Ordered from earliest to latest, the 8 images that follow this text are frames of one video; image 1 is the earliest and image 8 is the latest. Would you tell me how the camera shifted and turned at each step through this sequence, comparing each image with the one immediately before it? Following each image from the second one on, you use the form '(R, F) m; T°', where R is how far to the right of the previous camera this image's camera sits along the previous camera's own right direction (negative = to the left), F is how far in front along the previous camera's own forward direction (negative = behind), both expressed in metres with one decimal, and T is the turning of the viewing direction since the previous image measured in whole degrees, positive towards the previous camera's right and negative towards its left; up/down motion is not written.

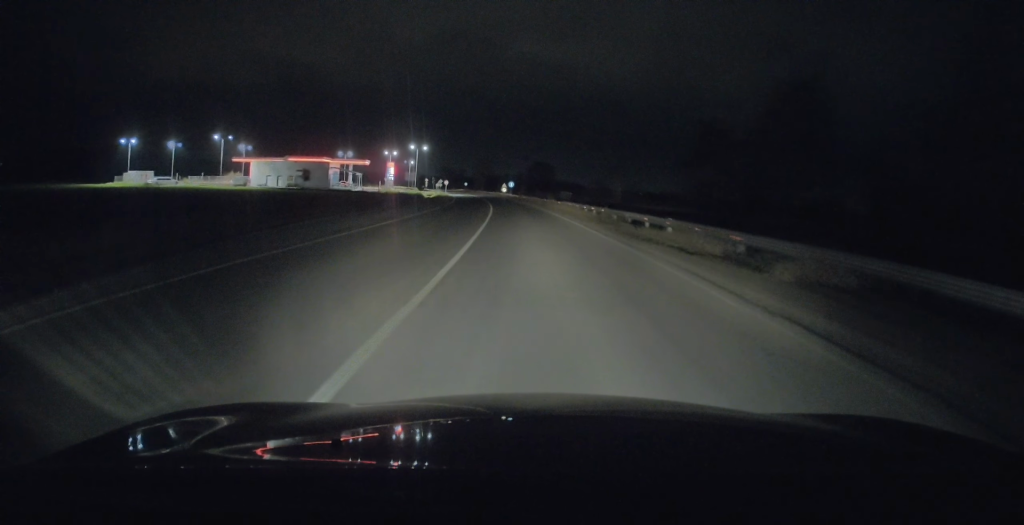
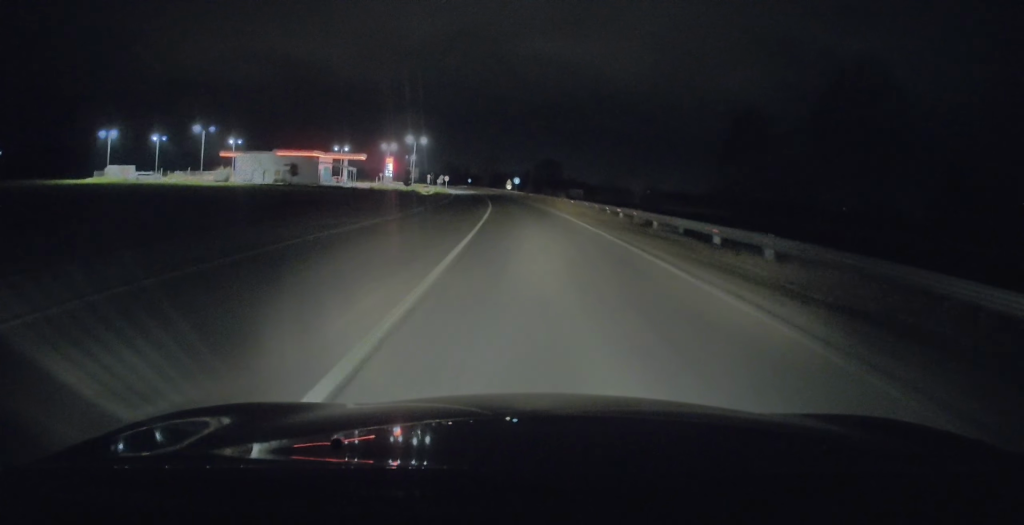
(-0.1, +9.5) m; -1°
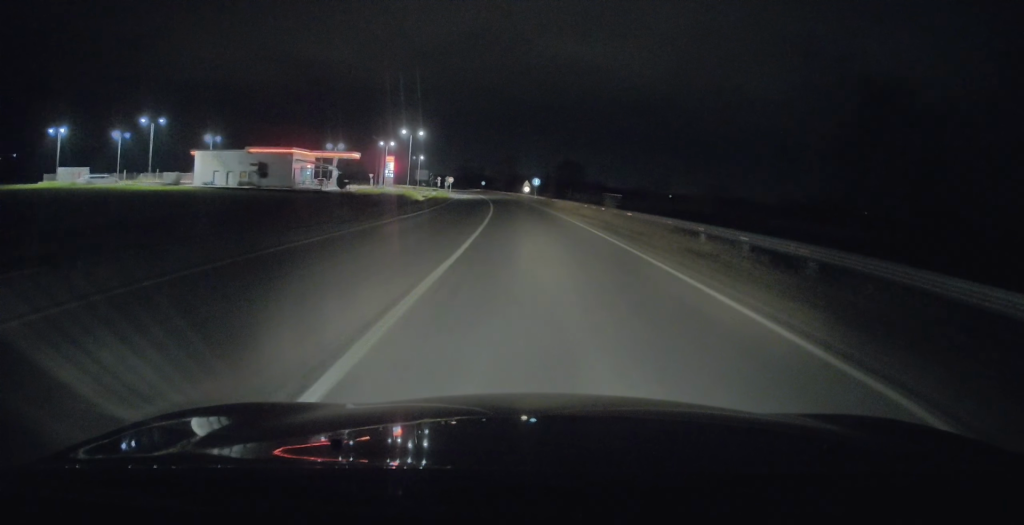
(-0.2, +21.2) m; -2°
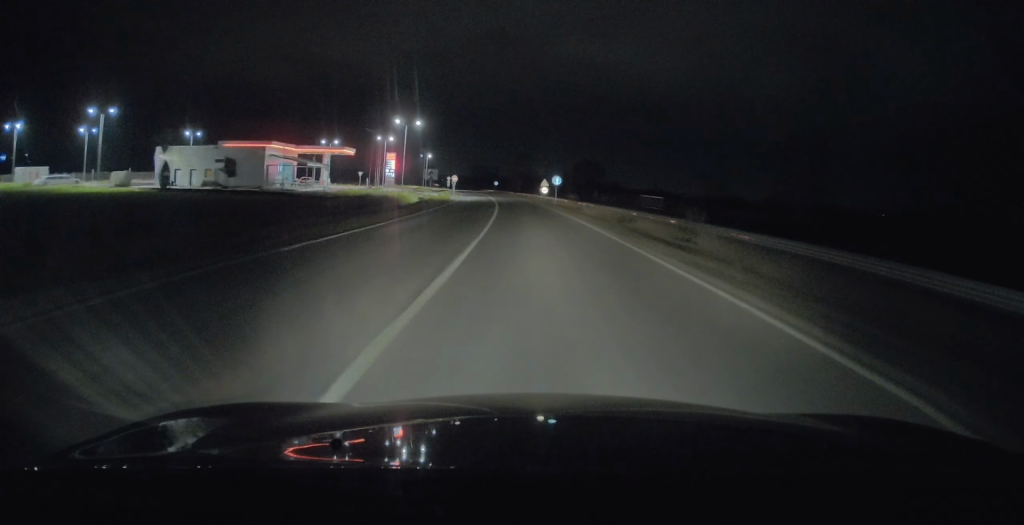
(-0.1, +15.0) m; -2°
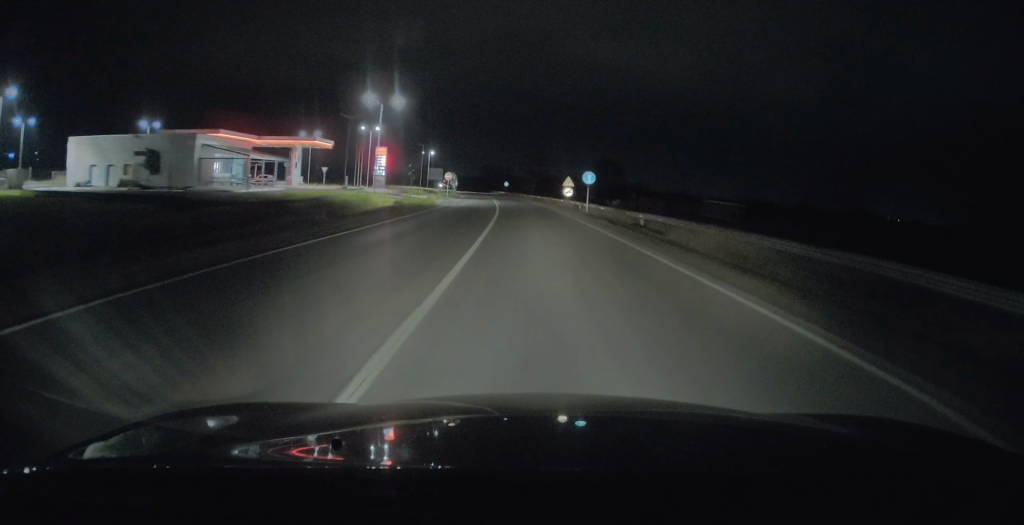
(-0.4, +19.8) m; -2°
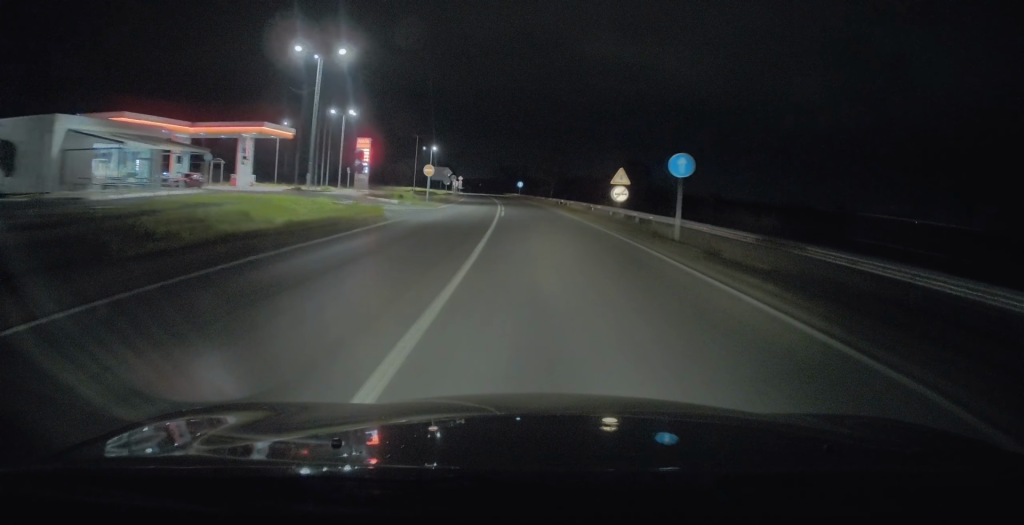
(-0.3, +21.1) m; -1°
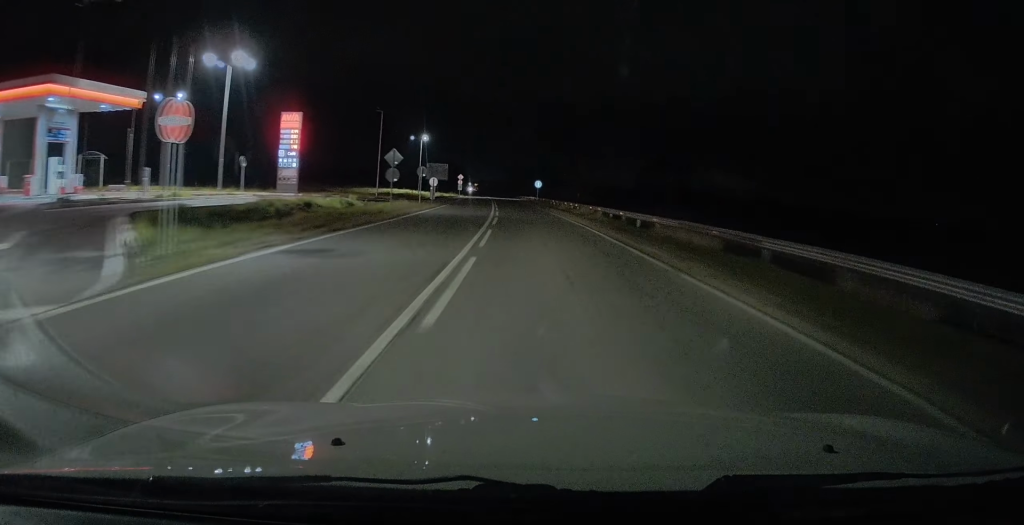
(-0.2, +32.2) m; -2°
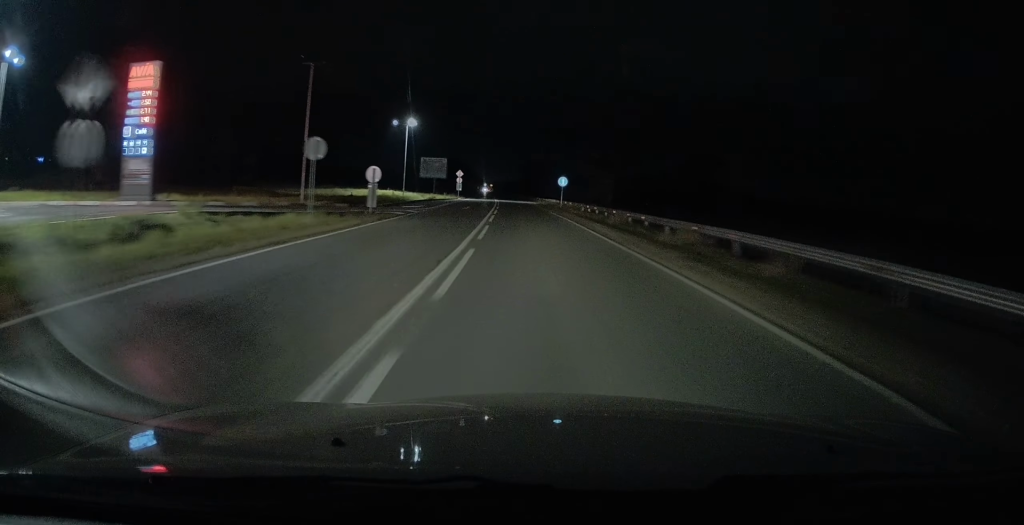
(-0.5, +24.6) m; -1°
